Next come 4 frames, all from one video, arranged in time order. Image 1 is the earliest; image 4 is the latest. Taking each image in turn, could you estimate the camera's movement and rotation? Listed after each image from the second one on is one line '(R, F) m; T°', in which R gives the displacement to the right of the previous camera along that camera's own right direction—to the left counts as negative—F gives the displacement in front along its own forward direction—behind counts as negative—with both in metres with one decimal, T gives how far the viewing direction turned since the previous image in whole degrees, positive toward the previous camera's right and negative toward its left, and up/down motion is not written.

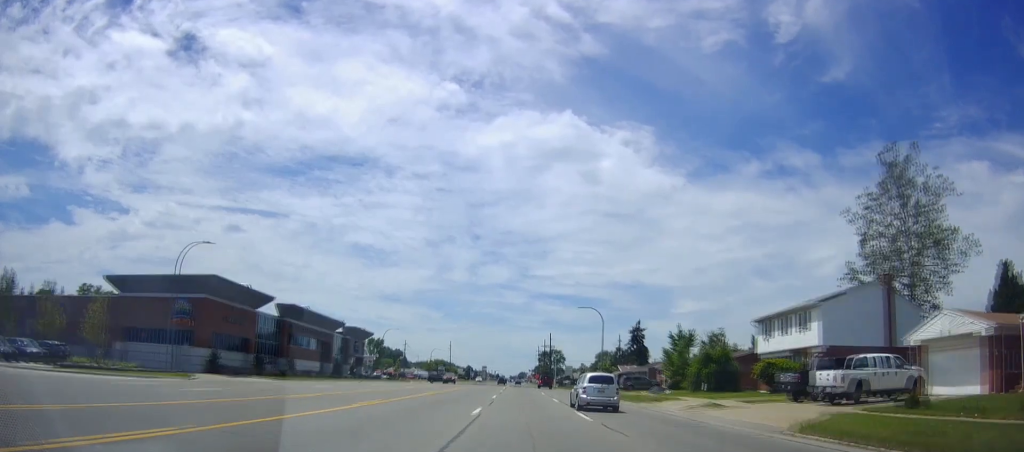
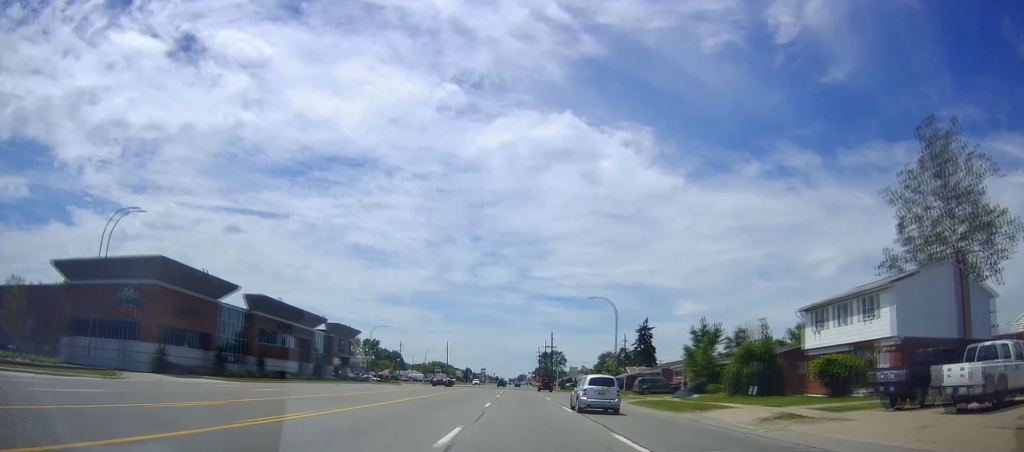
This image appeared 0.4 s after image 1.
(0.0, +8.7) m; 0°
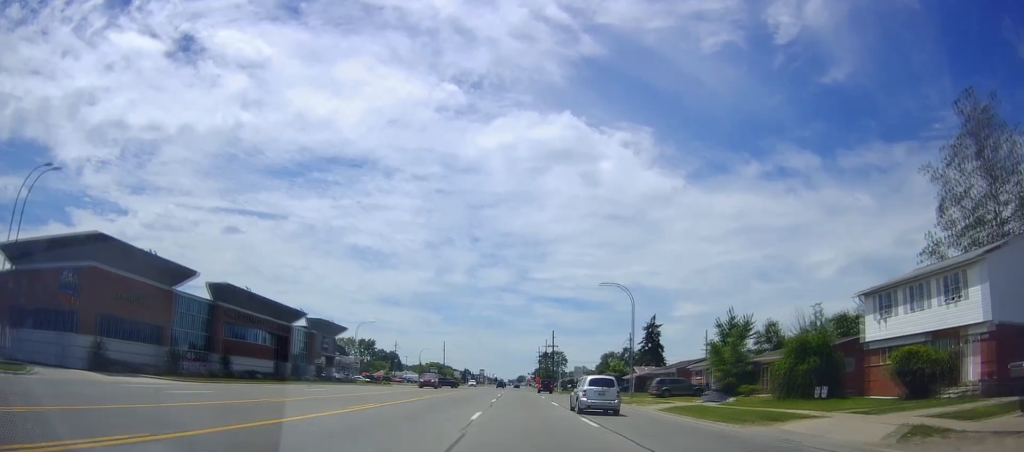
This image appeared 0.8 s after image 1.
(+0.2, +8.0) m; 0°
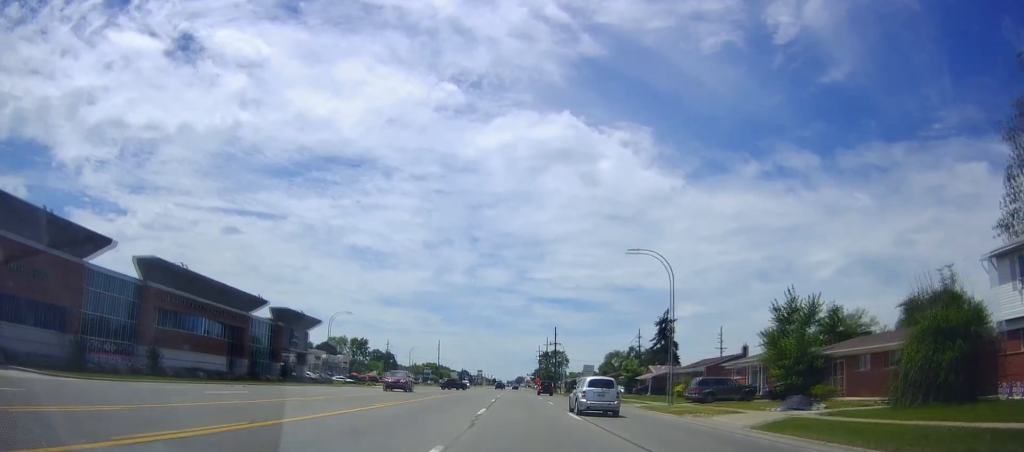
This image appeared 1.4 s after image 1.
(+0.1, +12.1) m; 0°
